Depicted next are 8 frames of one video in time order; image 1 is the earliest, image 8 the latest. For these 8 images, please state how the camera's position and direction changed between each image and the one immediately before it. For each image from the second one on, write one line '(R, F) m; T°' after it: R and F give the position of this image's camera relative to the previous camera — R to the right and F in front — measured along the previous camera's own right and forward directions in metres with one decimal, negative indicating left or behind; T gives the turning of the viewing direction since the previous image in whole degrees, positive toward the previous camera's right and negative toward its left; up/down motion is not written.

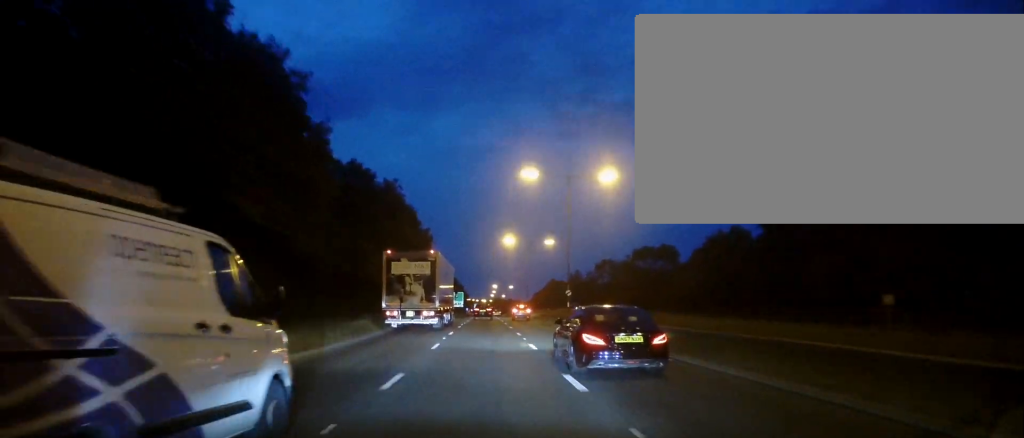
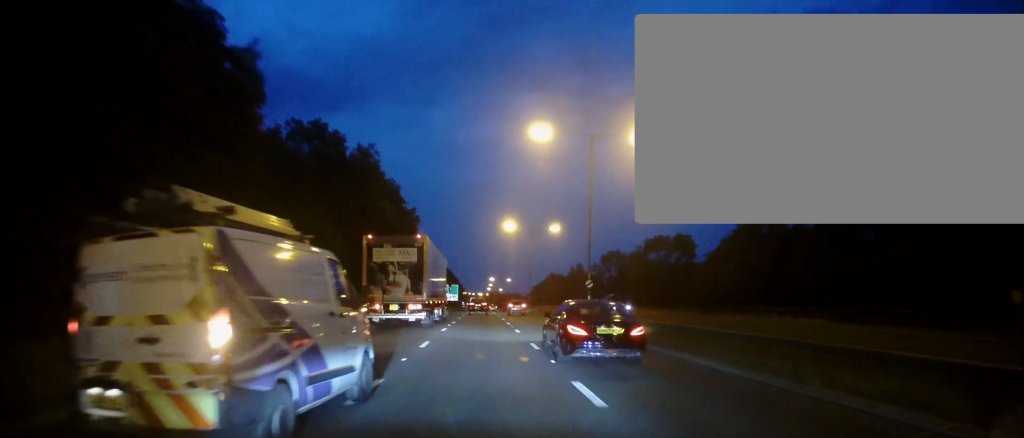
(-0.1, +11.3) m; +1°
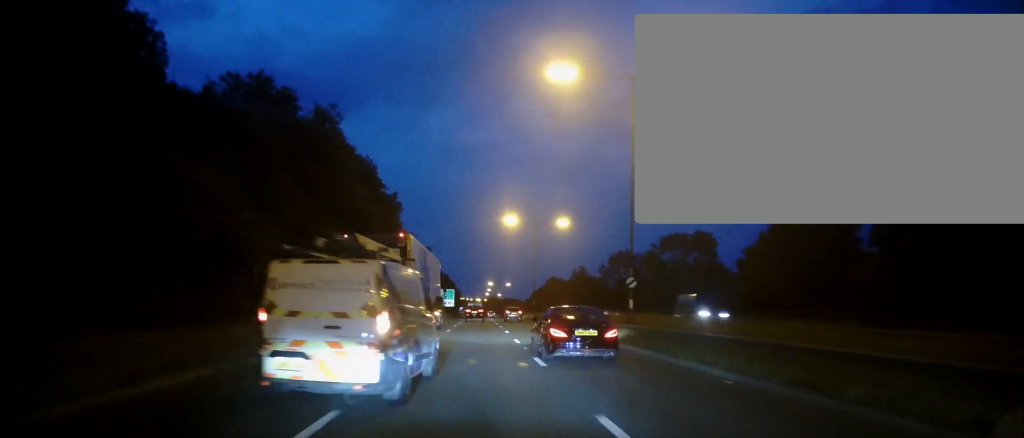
(+0.2, +11.6) m; 0°
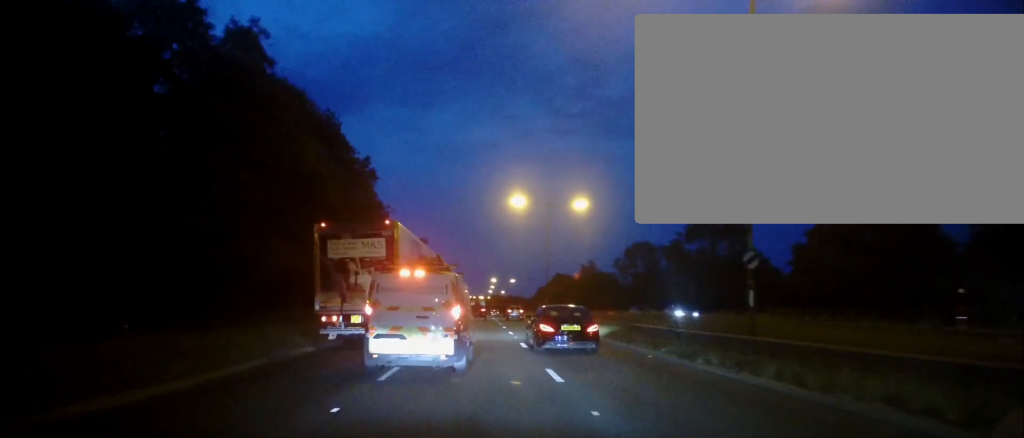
(+0.2, +12.0) m; 0°
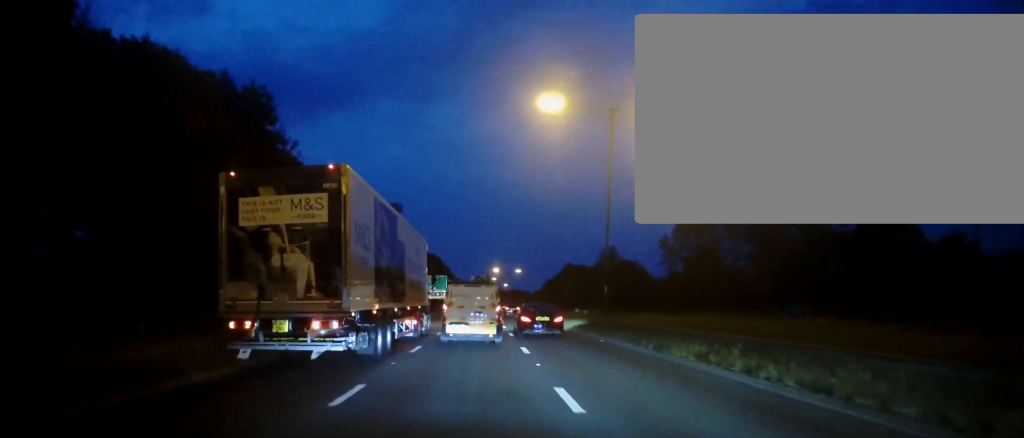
(-0.3, +30.9) m; -1°
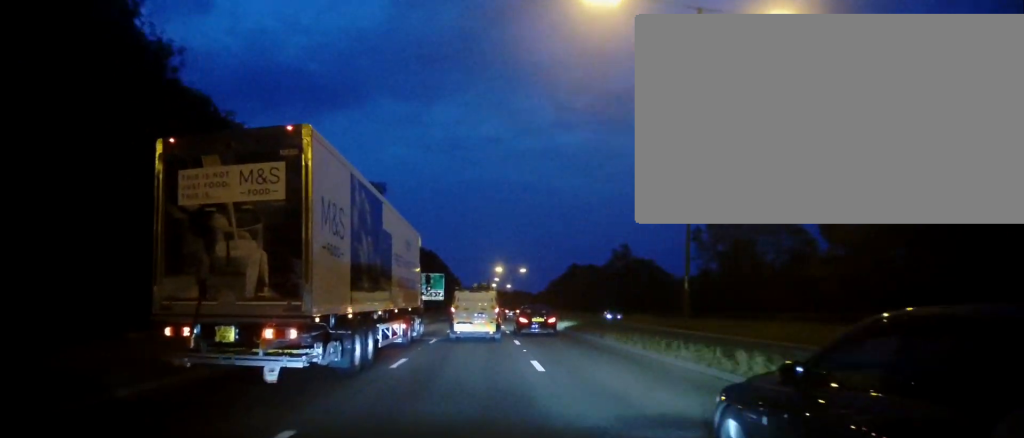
(0.0, +12.5) m; 0°
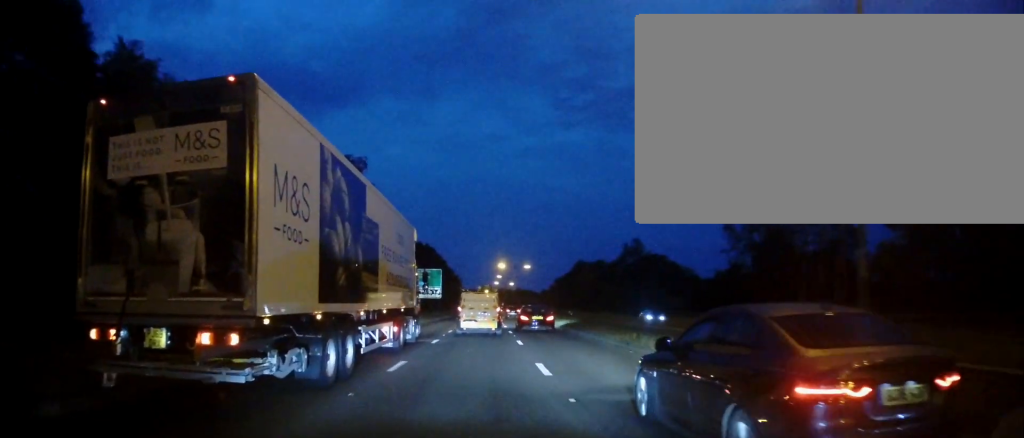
(0.0, +9.7) m; 0°
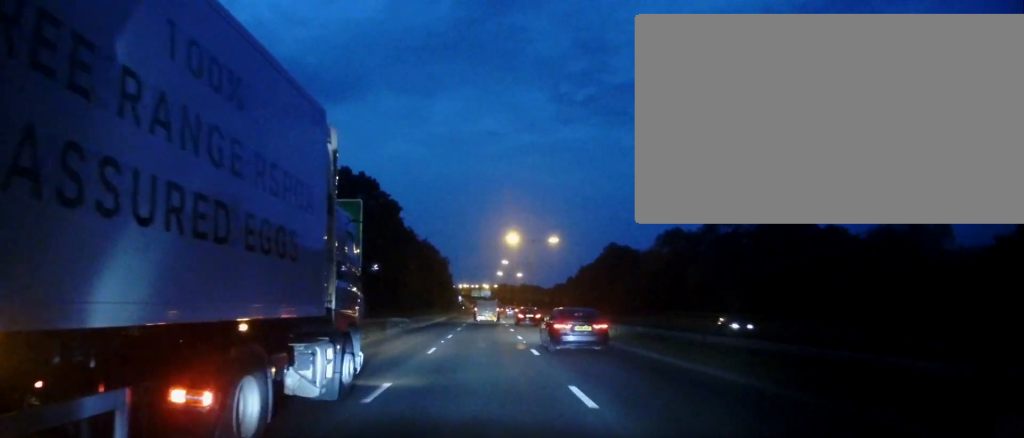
(0.0, +57.3) m; 0°
